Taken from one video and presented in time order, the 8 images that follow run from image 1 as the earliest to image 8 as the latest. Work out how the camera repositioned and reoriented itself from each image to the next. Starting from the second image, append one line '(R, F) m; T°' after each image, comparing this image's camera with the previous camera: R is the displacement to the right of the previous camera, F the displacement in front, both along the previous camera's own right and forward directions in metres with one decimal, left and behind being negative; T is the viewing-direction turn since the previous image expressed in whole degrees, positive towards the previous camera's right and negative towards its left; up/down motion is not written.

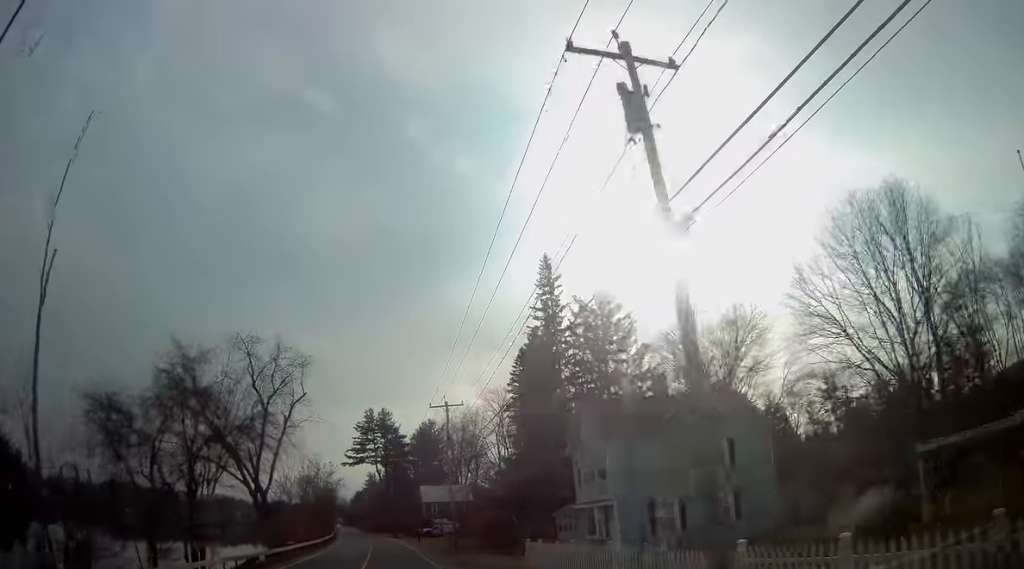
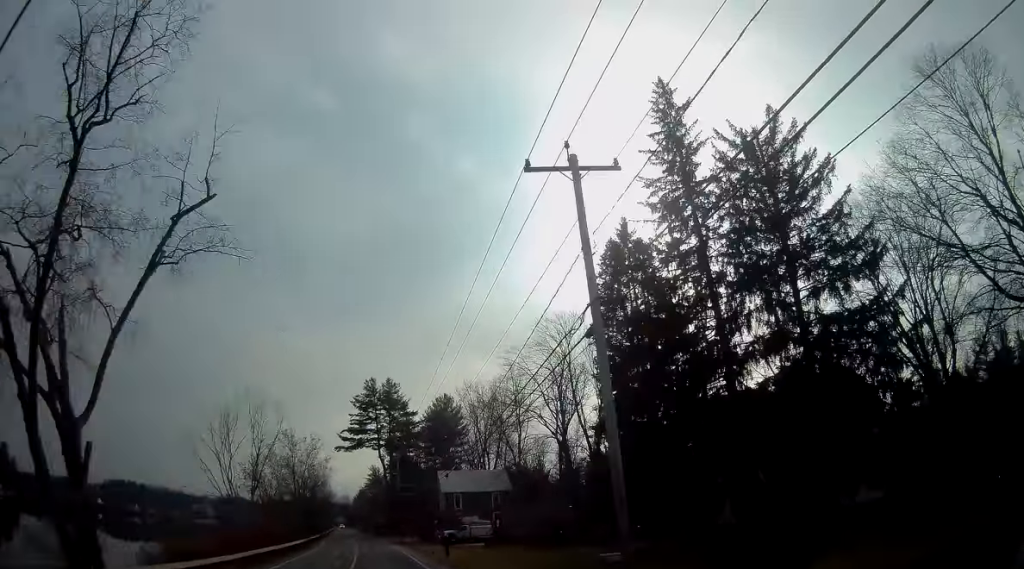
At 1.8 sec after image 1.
(+0.2, +30.0) m; -1°
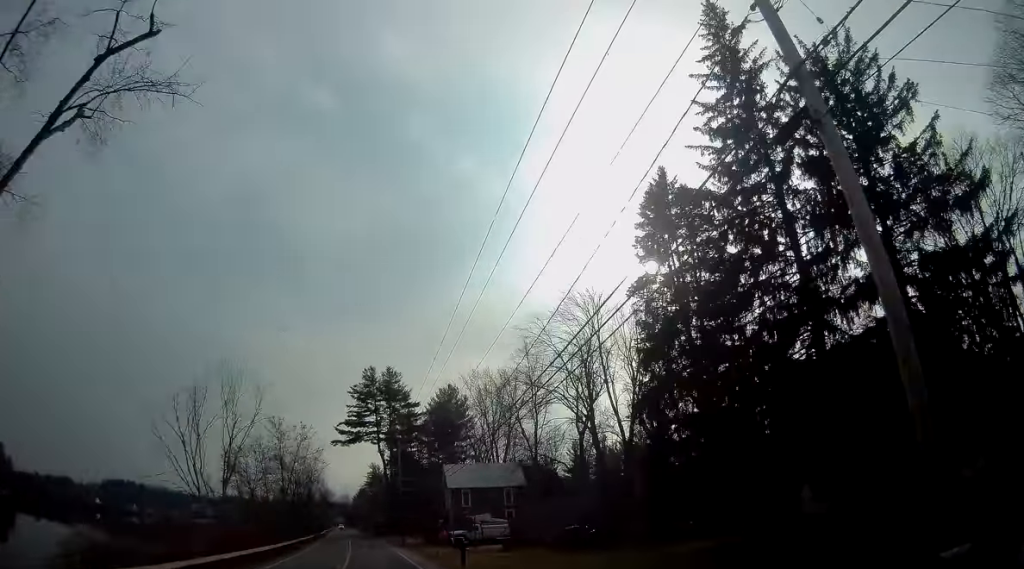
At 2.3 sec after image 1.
(-0.2, +8.1) m; -1°
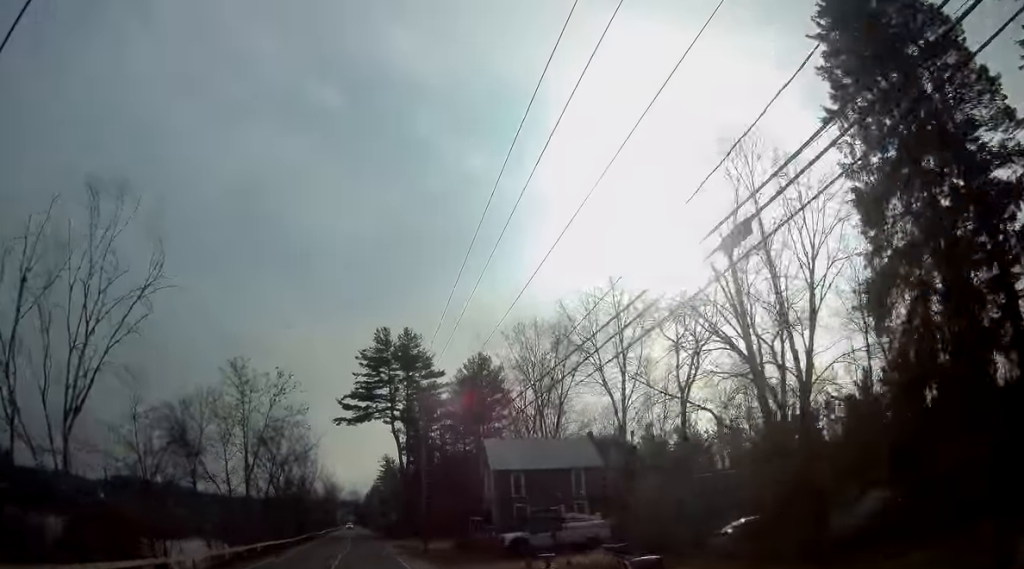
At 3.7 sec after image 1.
(-0.1, +21.3) m; -1°
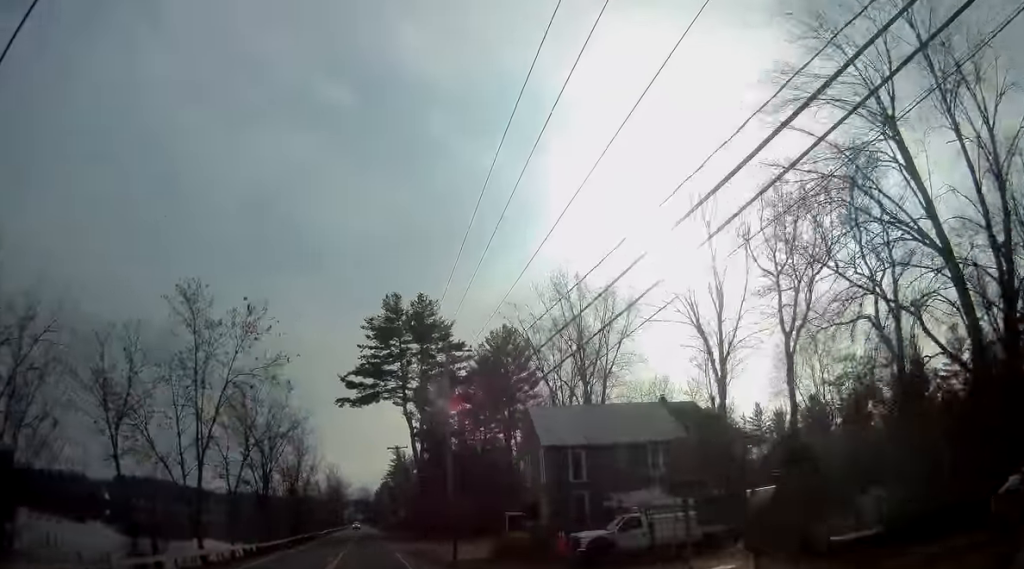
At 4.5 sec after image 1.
(0.0, +12.8) m; -2°
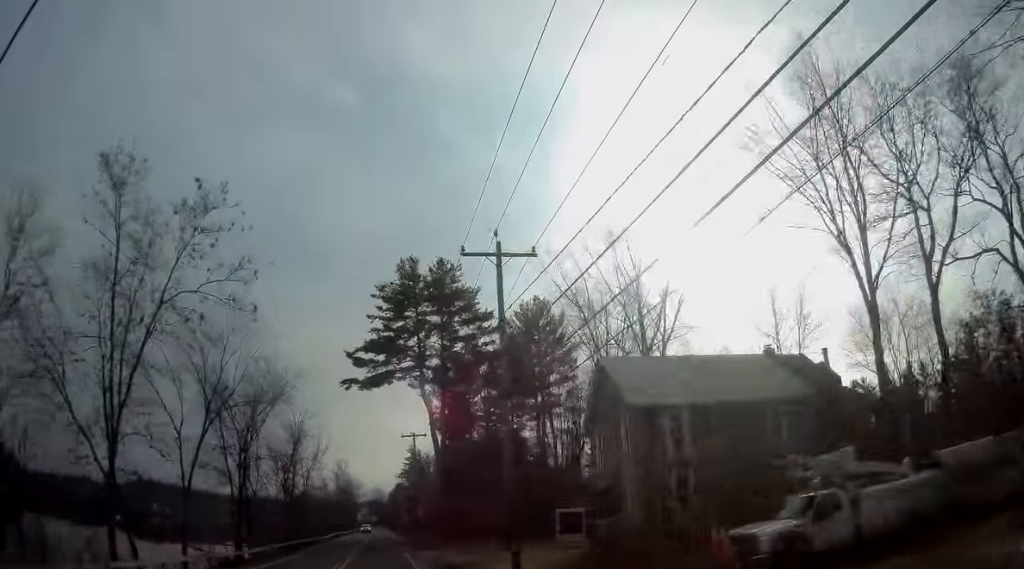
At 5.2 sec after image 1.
(-0.3, +11.2) m; -1°
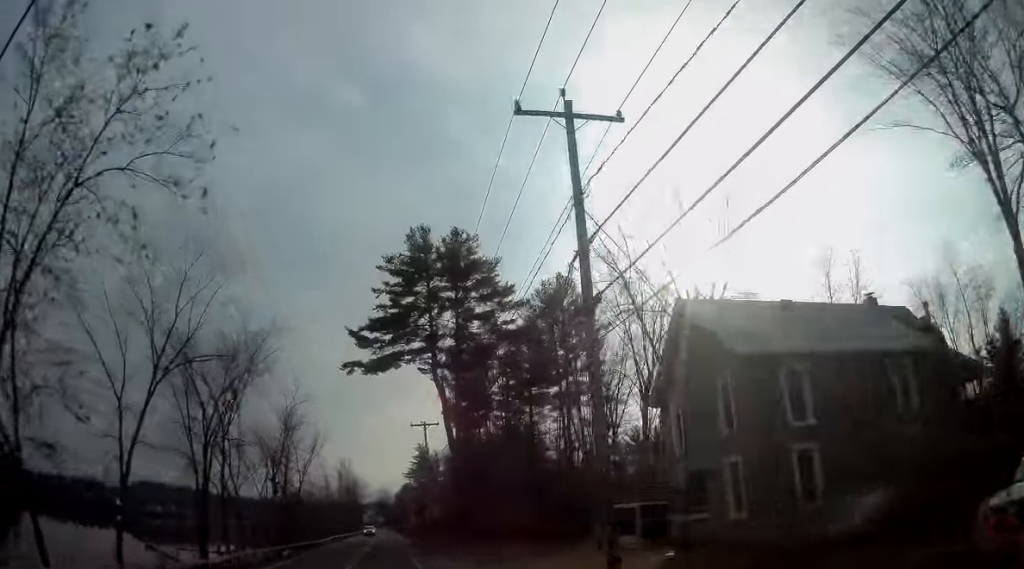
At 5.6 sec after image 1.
(-0.1, +7.5) m; 0°
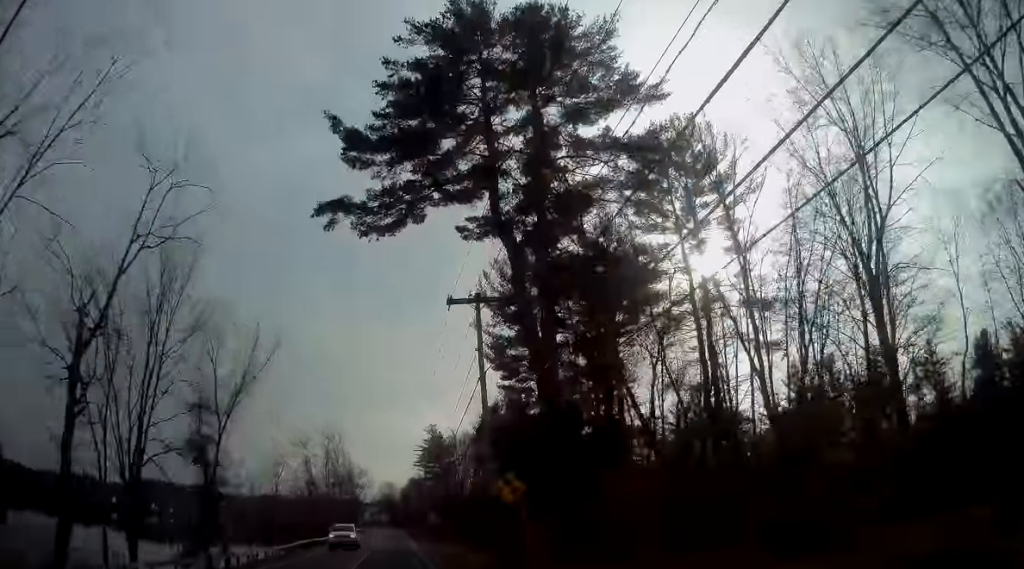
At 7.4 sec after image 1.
(+0.5, +28.8) m; +1°
